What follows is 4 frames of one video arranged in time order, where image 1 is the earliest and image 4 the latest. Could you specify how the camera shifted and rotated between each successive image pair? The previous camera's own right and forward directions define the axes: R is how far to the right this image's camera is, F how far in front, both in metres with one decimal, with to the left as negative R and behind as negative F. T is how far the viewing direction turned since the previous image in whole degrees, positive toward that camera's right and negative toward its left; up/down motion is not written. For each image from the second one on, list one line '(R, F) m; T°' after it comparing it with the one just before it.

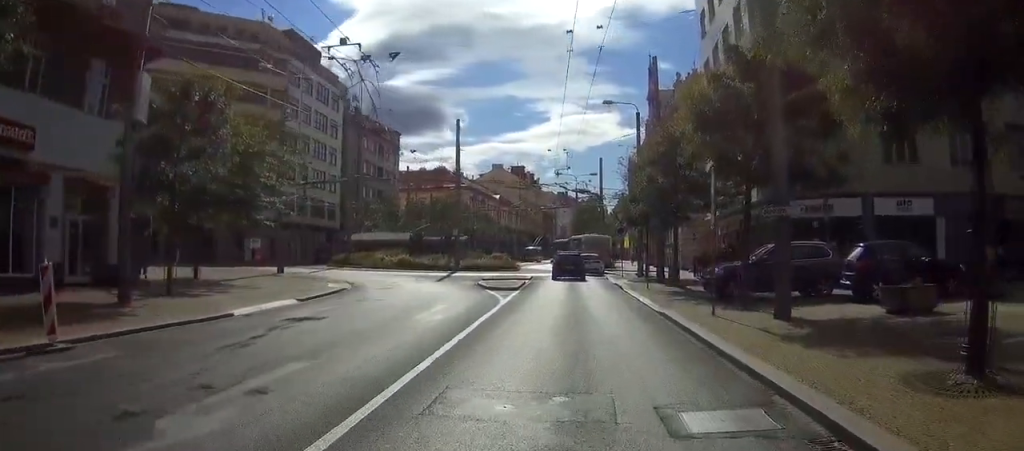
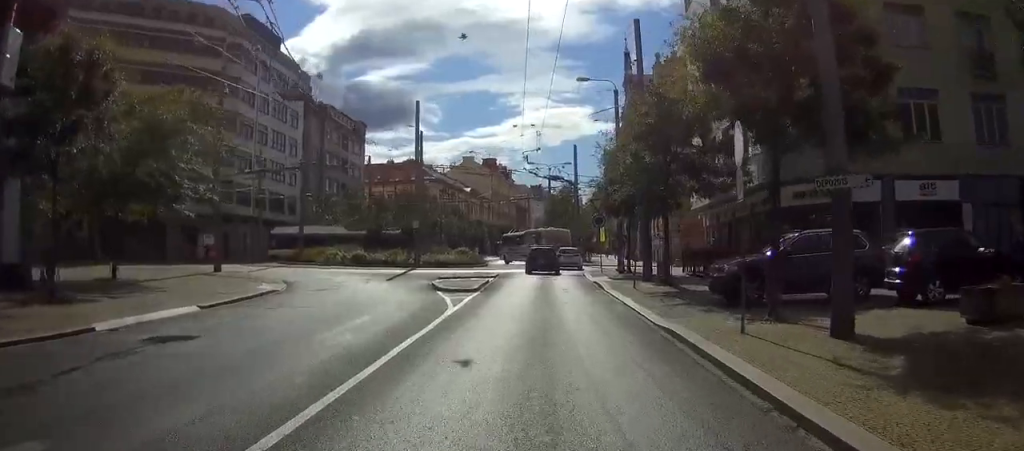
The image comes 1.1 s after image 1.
(+0.1, +4.1) m; -1°
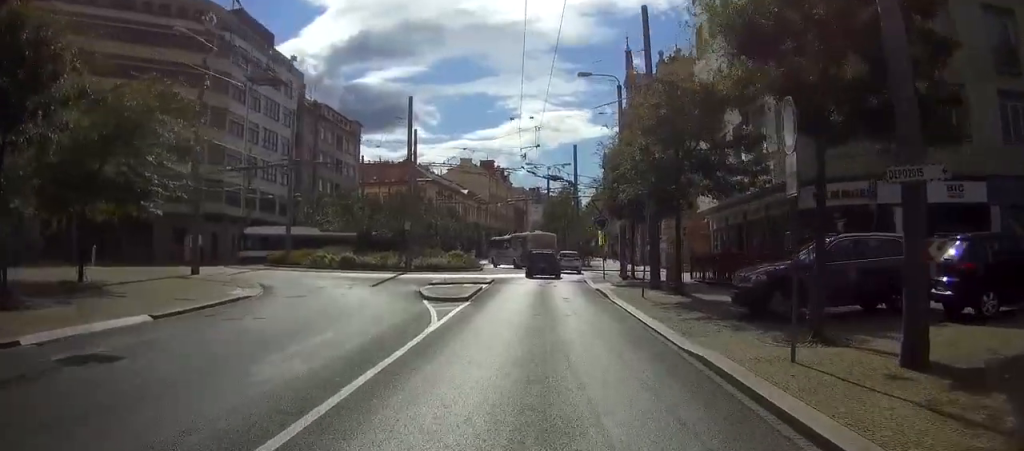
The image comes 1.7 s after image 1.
(+0.4, +1.9) m; -6°
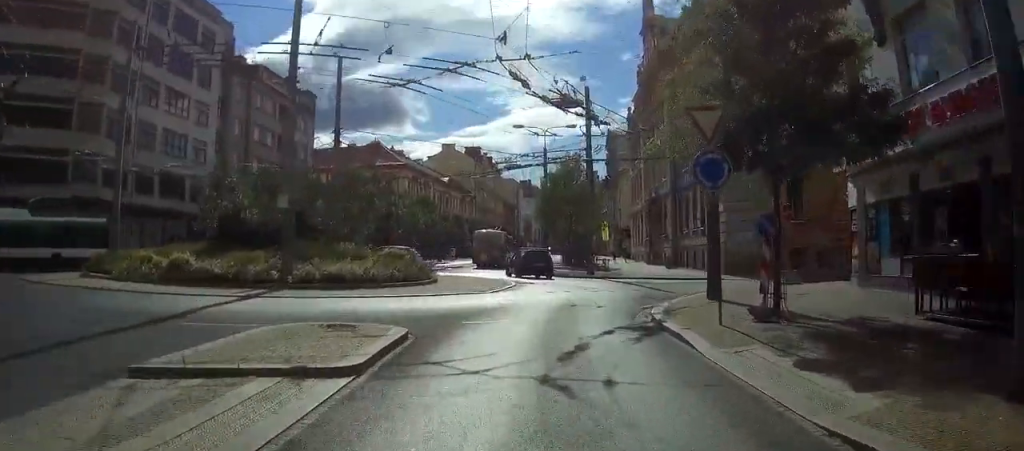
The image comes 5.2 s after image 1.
(+3.1, +15.3) m; +23°
